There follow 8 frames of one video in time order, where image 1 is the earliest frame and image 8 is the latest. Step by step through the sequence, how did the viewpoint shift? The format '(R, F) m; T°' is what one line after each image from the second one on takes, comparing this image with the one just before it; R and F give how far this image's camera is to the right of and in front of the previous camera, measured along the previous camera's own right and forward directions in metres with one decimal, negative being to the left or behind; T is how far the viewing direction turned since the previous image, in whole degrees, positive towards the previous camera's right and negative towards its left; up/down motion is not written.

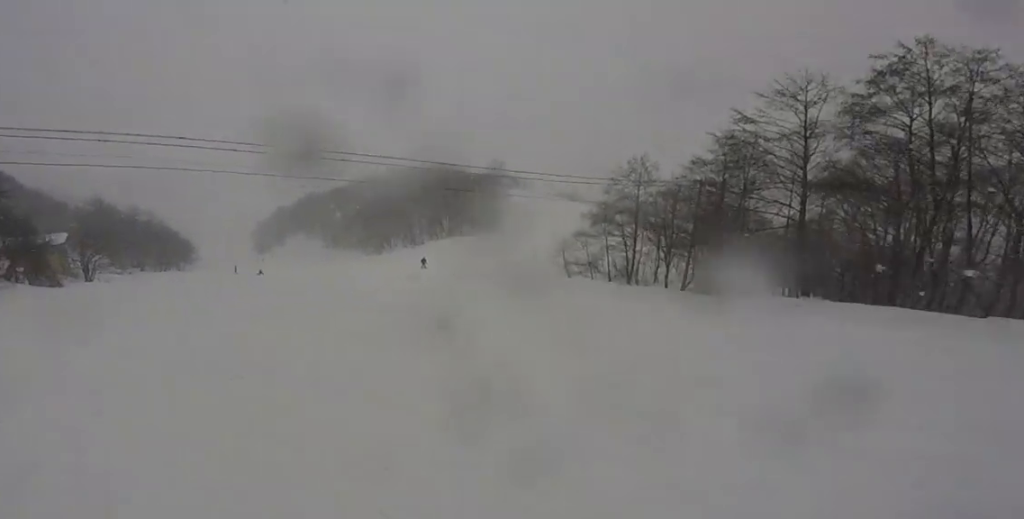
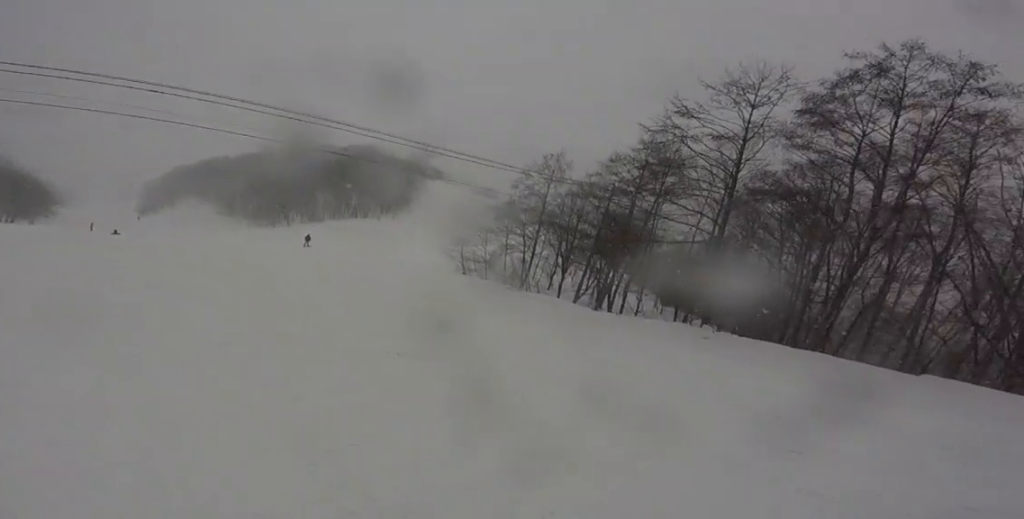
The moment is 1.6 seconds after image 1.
(+1.5, +5.7) m; -7°
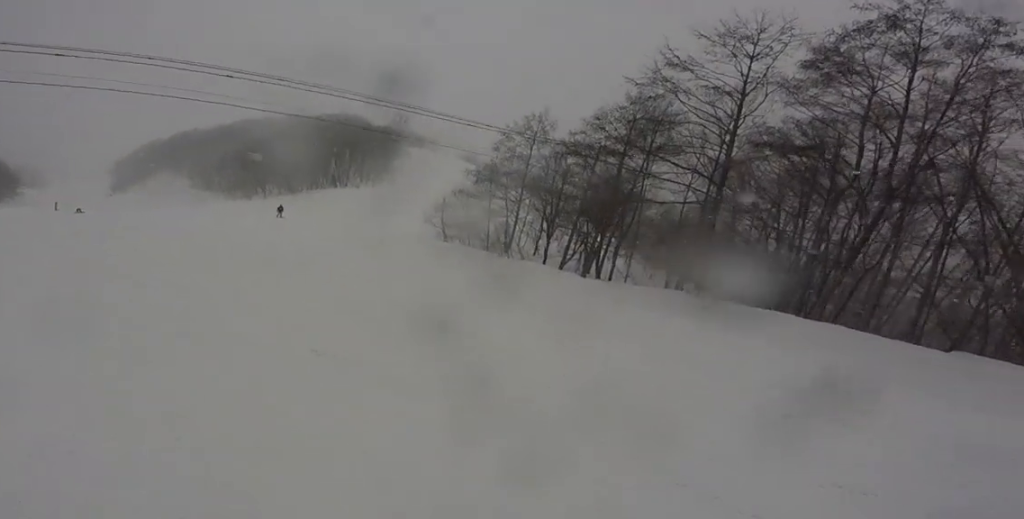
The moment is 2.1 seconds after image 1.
(0.0, +2.0) m; -20°
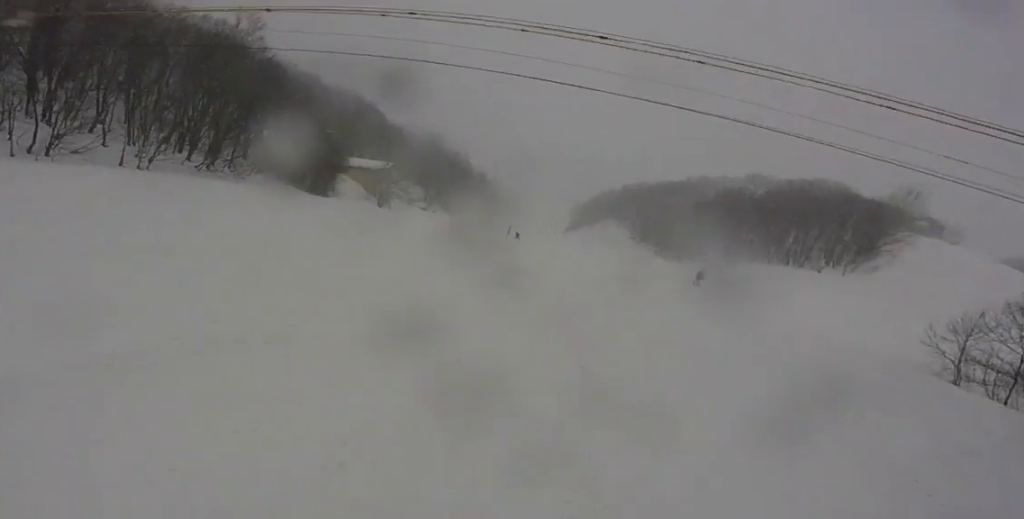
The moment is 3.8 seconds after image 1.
(-3.7, +7.8) m; -39°
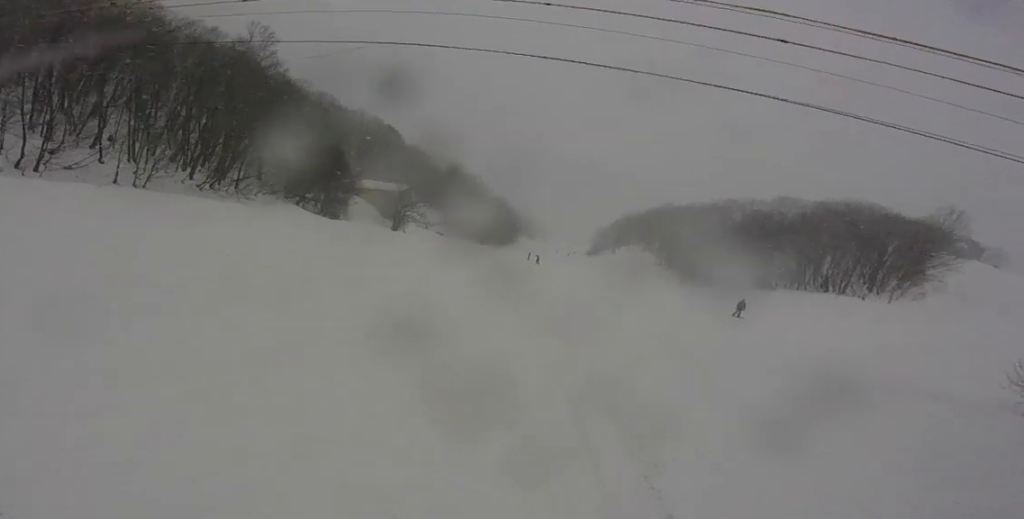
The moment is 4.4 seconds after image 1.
(-0.3, +3.2) m; -9°
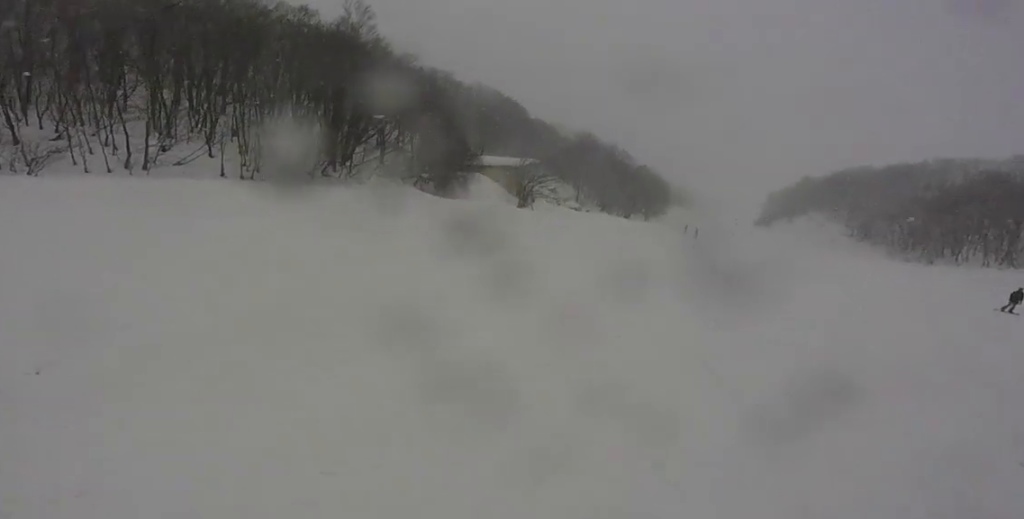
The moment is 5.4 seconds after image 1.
(-0.9, +5.2) m; -6°
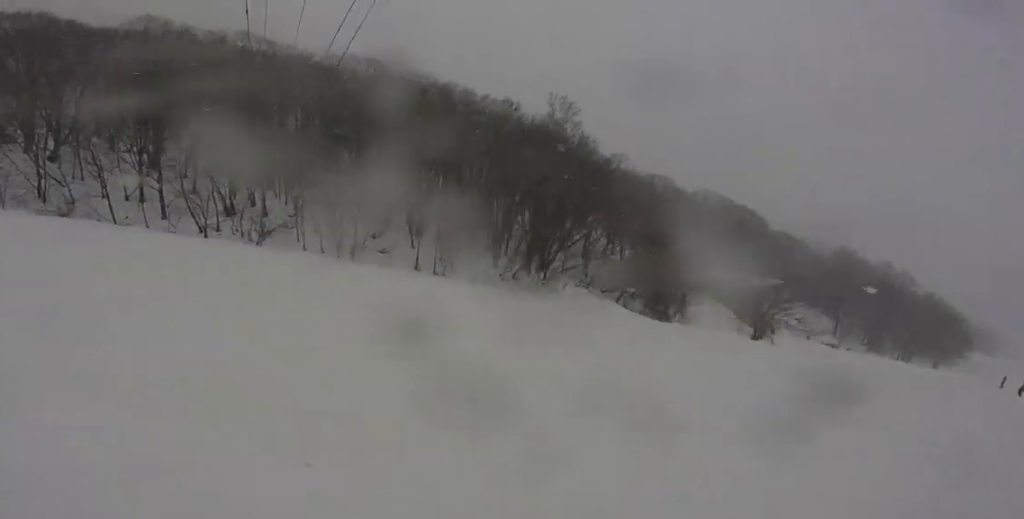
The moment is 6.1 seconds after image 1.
(-0.2, +4.2) m; +12°
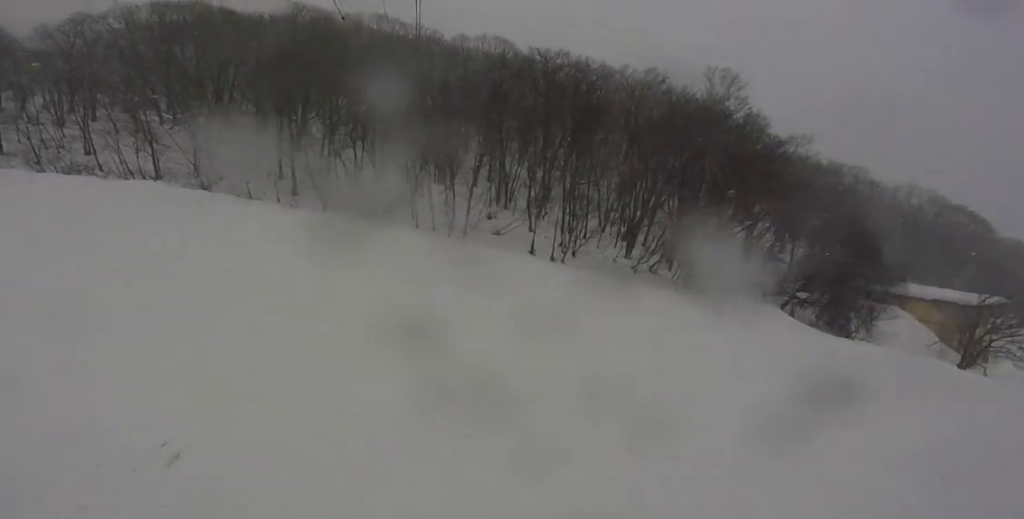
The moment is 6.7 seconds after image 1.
(+0.7, +2.9) m; +14°
